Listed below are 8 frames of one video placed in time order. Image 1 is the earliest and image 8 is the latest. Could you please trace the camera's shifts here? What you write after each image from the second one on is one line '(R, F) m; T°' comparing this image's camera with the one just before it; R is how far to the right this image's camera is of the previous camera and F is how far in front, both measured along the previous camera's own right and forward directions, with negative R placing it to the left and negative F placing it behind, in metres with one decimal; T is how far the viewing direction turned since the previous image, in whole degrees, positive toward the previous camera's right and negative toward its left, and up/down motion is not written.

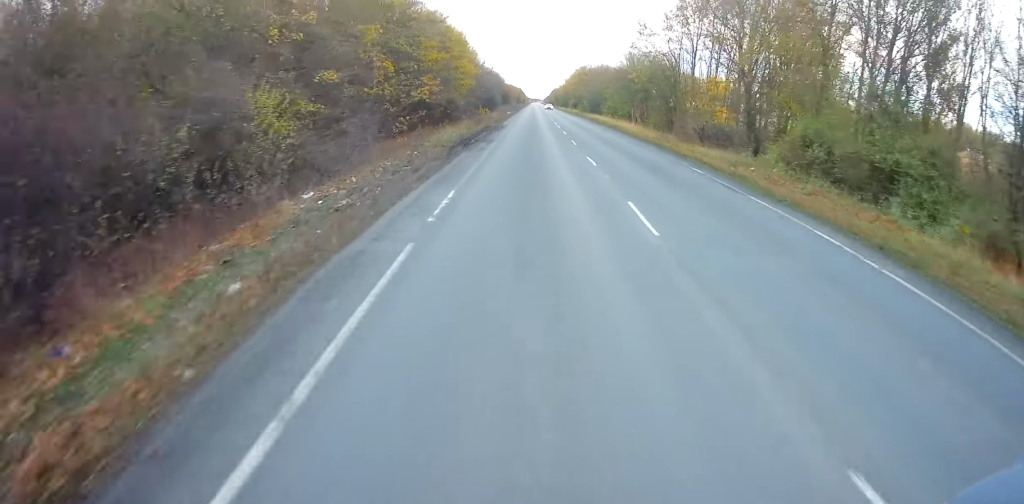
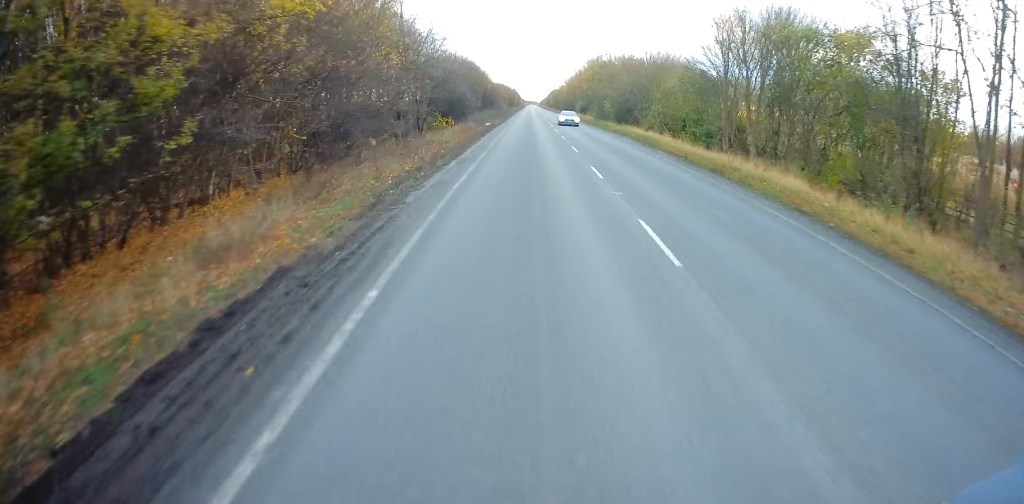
(-0.3, +39.5) m; 0°
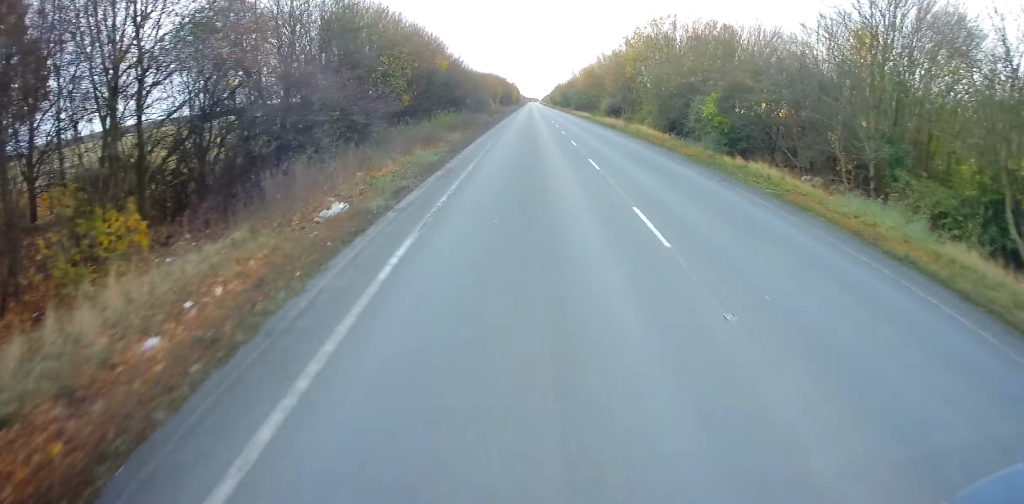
(-0.9, +44.5) m; -2°
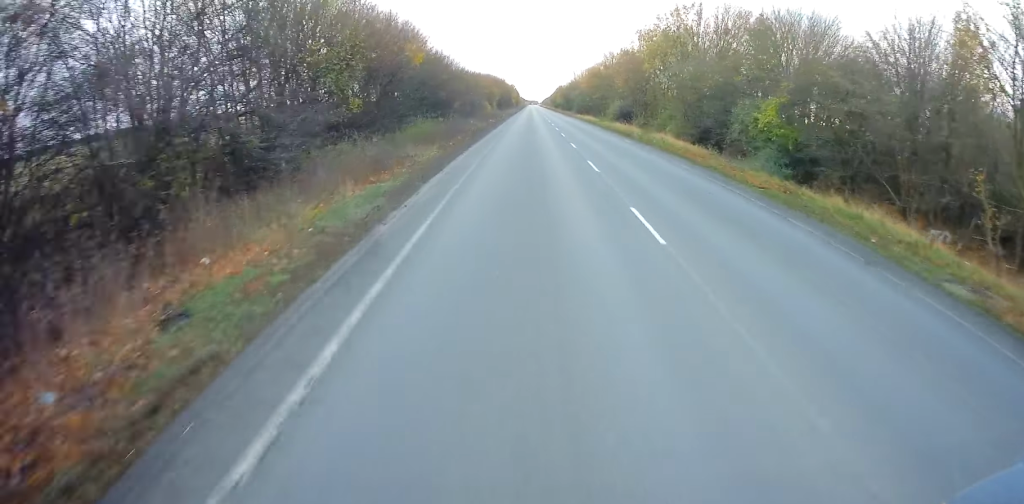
(+0.1, +8.8) m; +1°
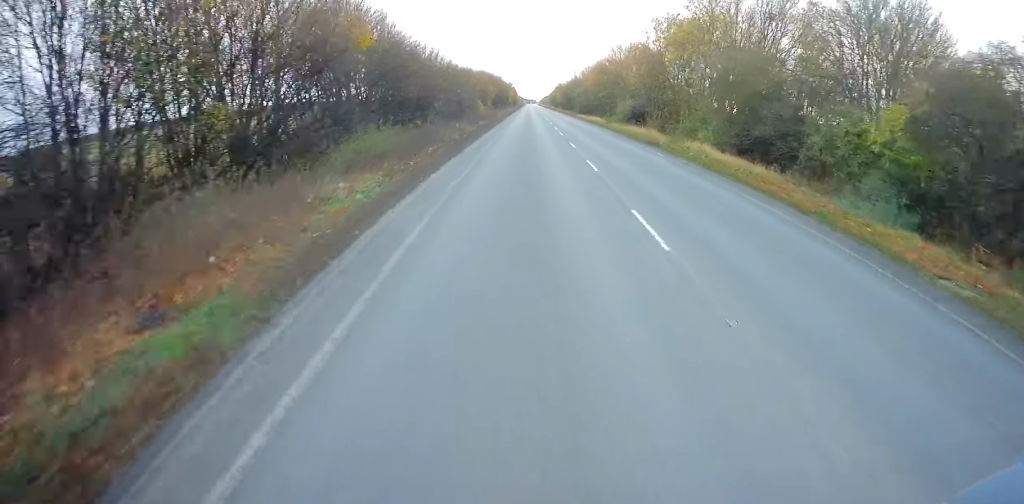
(+0.1, +9.4) m; +1°
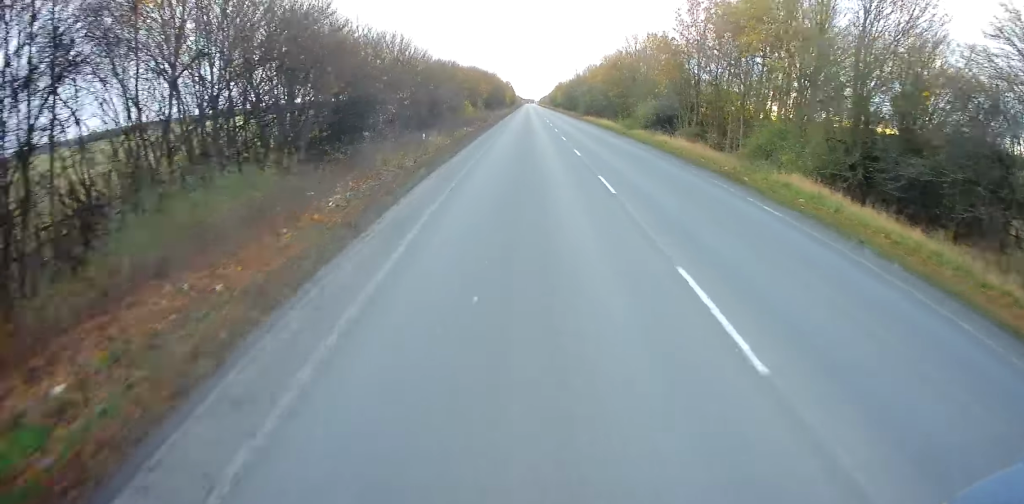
(+0.1, +12.7) m; 0°
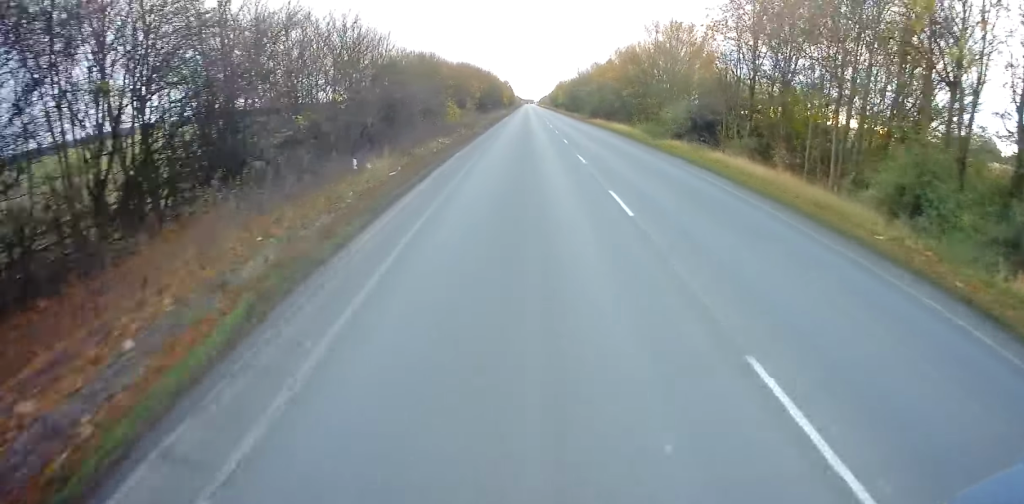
(0.0, +11.4) m; 0°
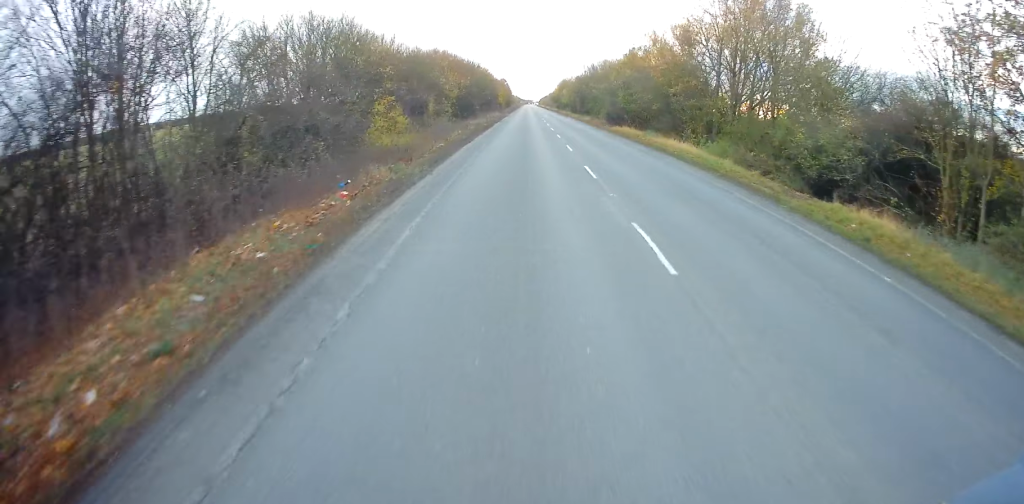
(-0.2, +21.6) m; -2°
